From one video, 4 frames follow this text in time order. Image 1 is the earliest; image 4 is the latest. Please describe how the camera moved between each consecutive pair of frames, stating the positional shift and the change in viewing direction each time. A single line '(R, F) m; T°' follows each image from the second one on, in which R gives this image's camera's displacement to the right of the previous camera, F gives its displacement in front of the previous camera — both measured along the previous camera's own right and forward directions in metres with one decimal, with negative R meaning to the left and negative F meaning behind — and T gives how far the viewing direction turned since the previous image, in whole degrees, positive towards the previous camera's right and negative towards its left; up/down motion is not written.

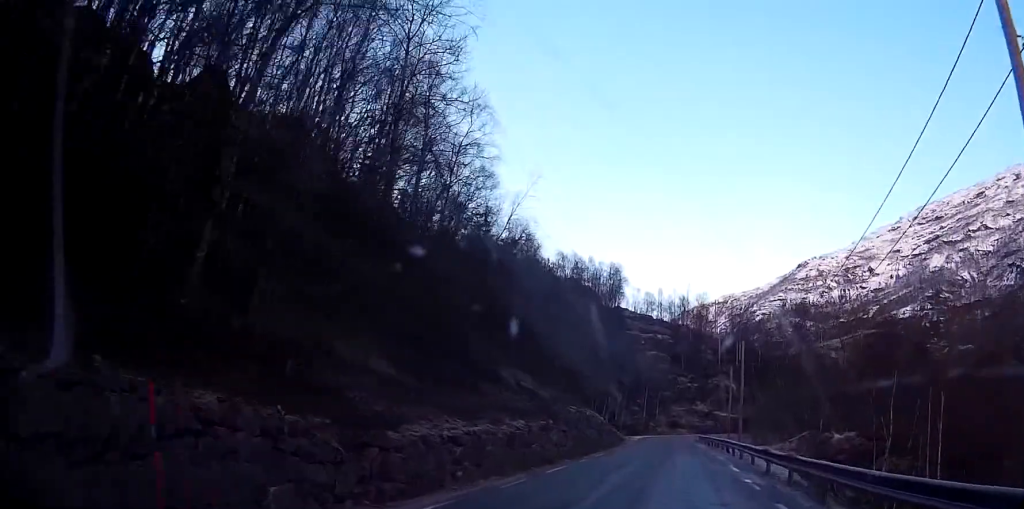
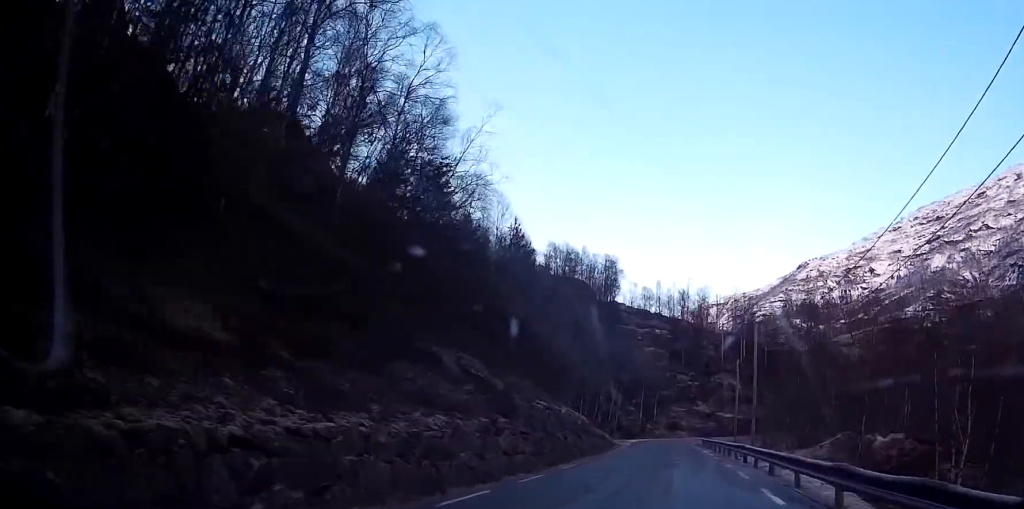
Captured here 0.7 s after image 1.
(+0.1, +10.5) m; +2°
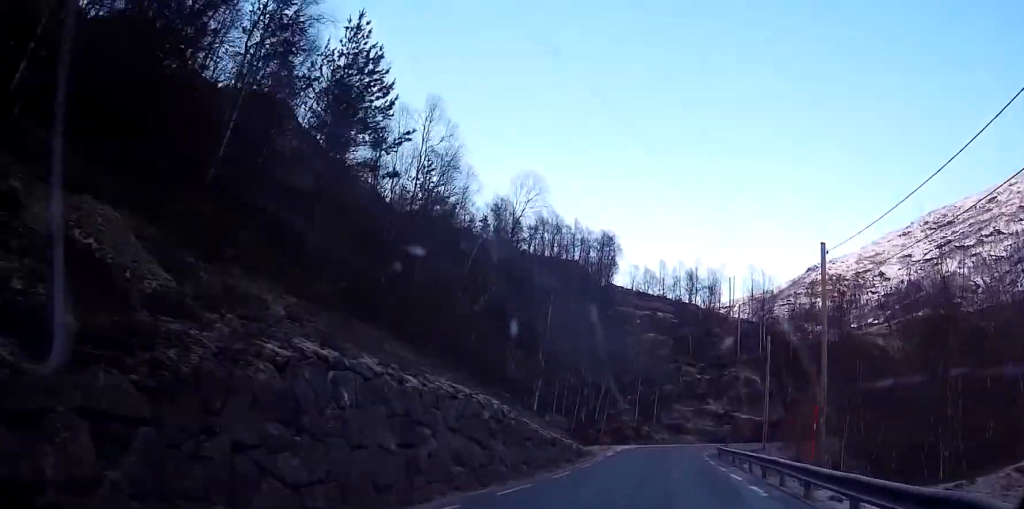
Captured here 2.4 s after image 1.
(+1.0, +22.5) m; +3°
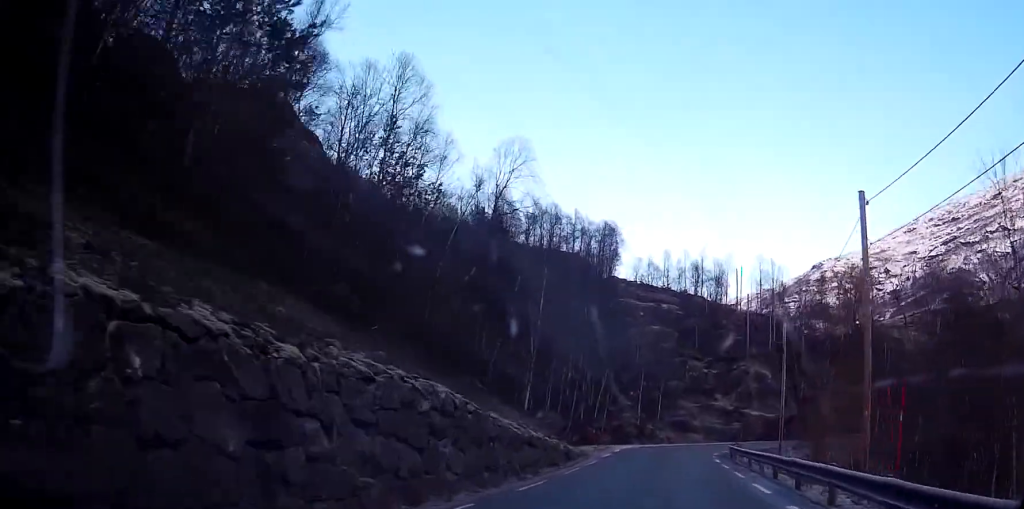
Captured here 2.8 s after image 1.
(0.0, +5.7) m; +3°
